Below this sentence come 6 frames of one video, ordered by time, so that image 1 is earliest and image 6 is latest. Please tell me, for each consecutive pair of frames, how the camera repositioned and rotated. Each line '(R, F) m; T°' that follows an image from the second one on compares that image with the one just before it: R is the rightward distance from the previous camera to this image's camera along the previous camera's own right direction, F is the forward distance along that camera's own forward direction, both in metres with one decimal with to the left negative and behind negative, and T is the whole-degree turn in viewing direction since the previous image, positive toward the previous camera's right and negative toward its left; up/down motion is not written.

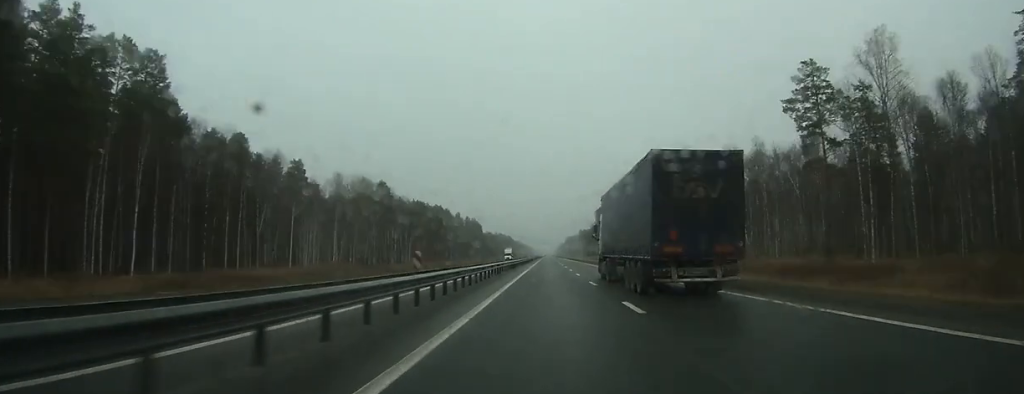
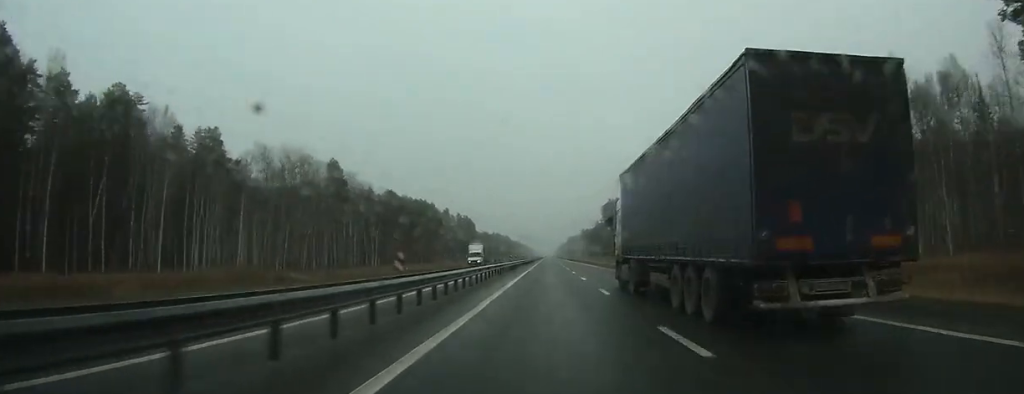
(+0.1, +41.6) m; 0°
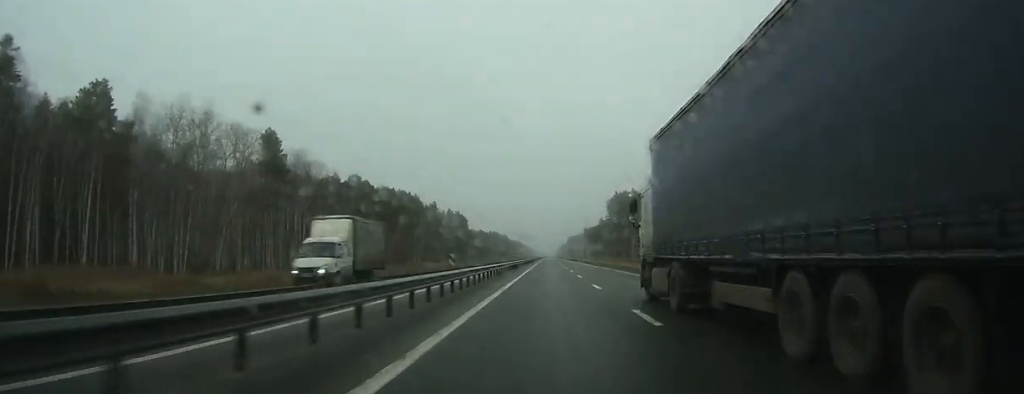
(+0.1, +32.8) m; 0°
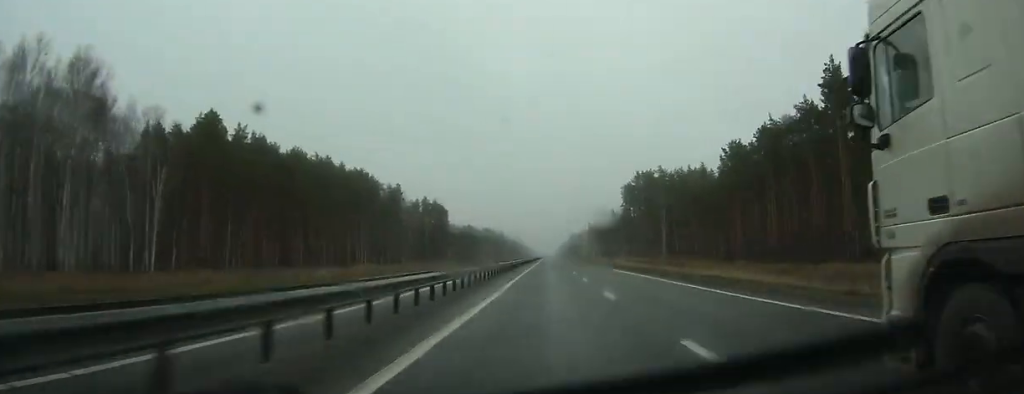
(0.0, +65.4) m; 0°
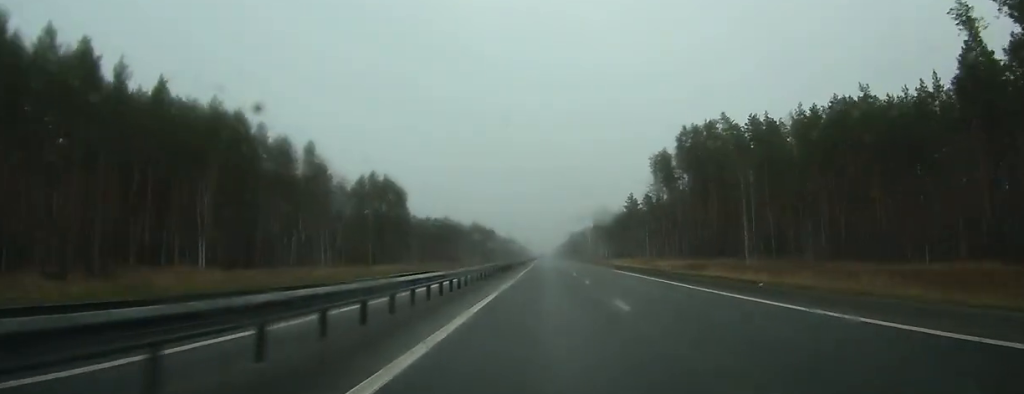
(+0.1, +76.0) m; 0°
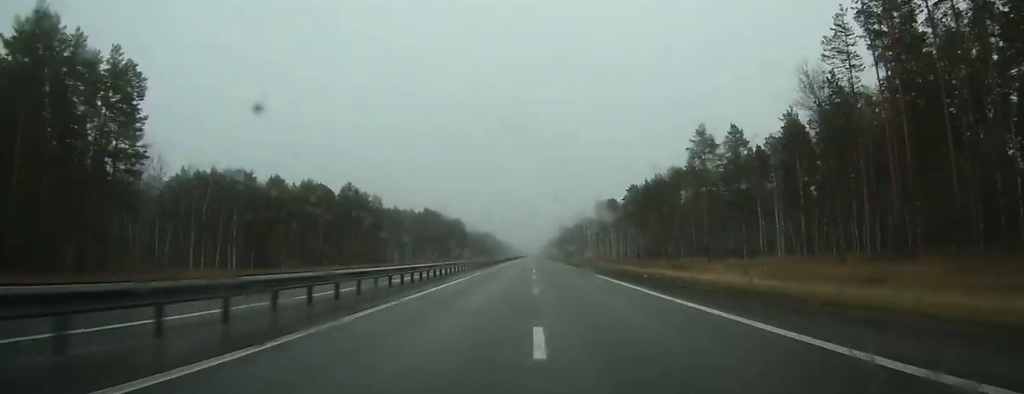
(+1.0, +126.9) m; +1°
